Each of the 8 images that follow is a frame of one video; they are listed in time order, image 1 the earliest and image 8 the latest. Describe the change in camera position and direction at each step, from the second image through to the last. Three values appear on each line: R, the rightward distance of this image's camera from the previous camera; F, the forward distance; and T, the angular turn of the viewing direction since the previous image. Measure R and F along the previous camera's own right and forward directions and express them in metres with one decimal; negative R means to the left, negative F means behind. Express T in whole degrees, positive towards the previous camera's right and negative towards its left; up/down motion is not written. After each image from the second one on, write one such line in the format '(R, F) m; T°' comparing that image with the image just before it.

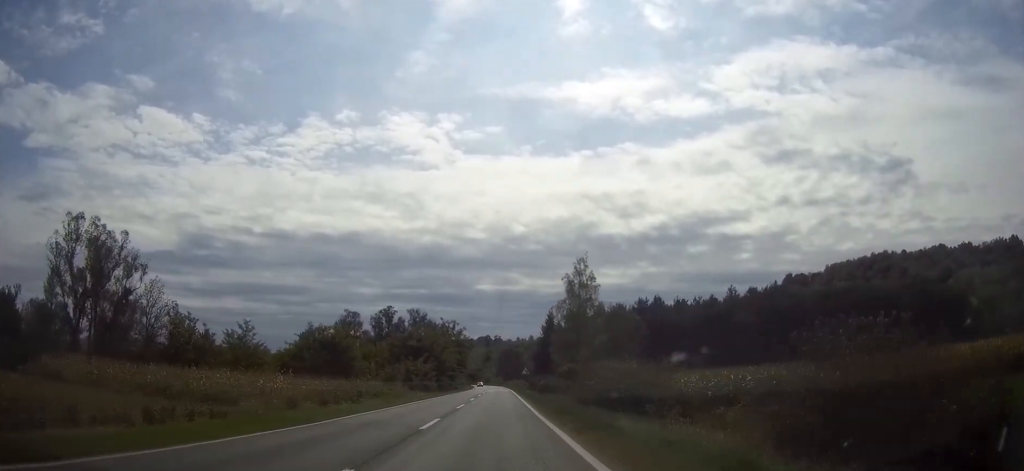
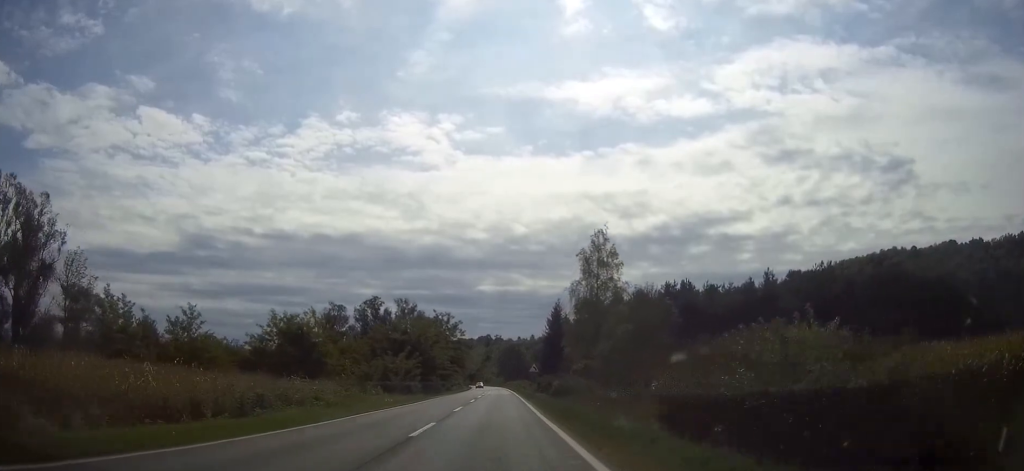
(0.0, +17.3) m; 0°
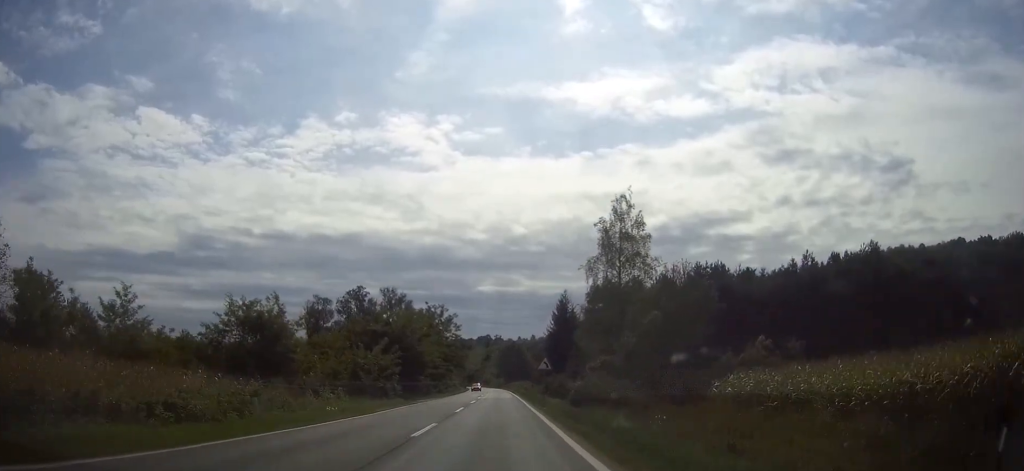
(0.0, +14.4) m; 0°
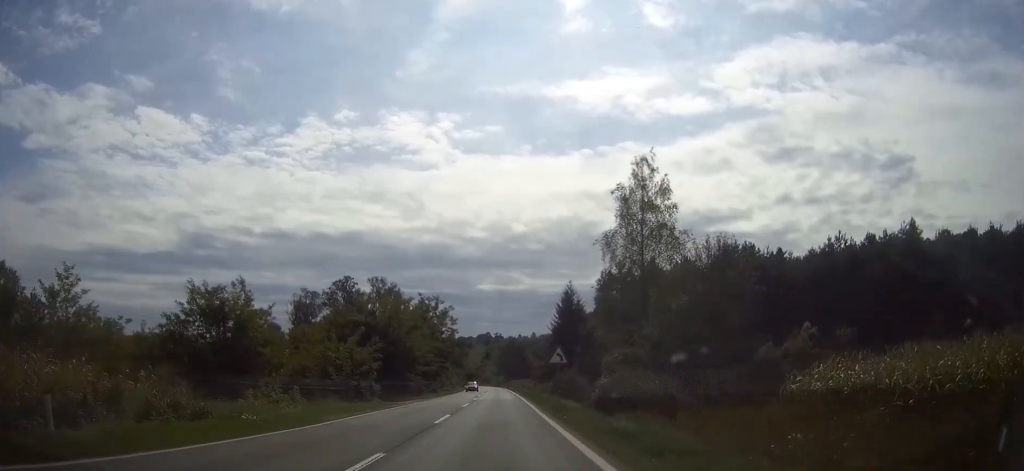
(0.0, +9.8) m; 0°
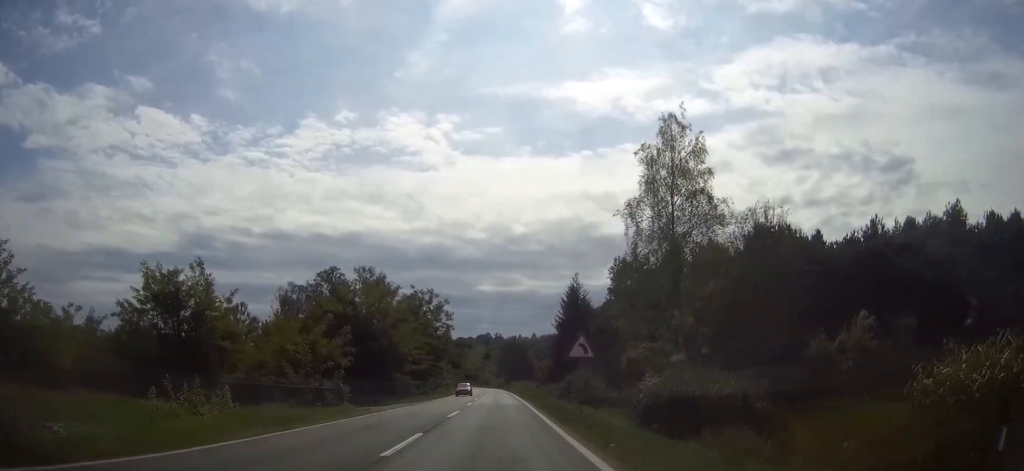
(-0.1, +9.2) m; 0°
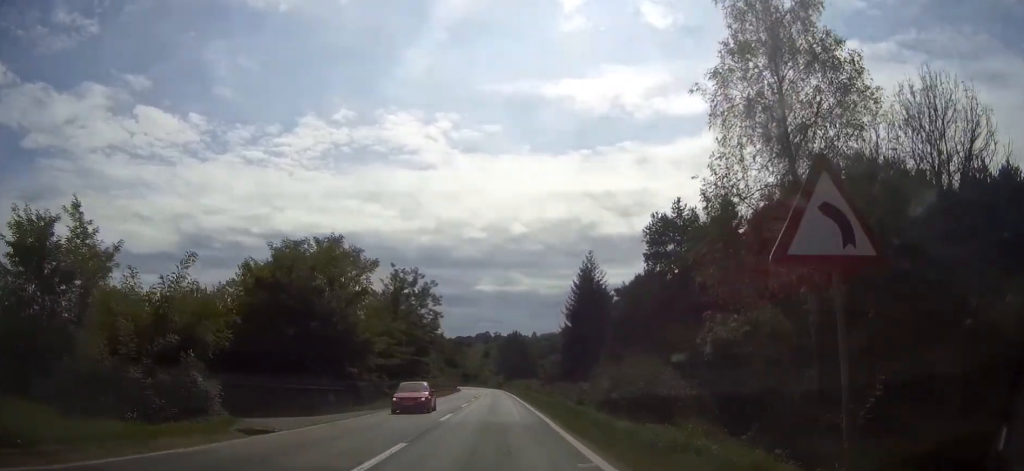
(0.0, +17.8) m; 0°
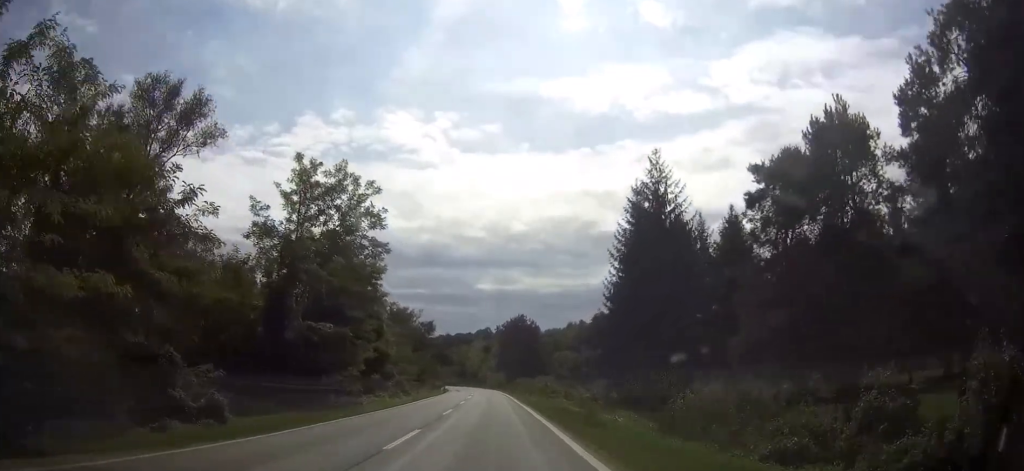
(0.0, +39.3) m; 0°
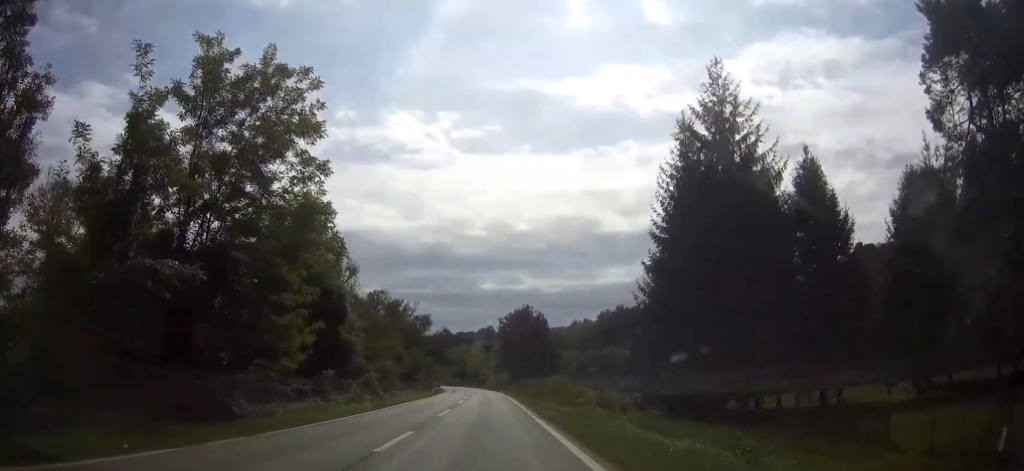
(-0.1, +15.8) m; 0°
